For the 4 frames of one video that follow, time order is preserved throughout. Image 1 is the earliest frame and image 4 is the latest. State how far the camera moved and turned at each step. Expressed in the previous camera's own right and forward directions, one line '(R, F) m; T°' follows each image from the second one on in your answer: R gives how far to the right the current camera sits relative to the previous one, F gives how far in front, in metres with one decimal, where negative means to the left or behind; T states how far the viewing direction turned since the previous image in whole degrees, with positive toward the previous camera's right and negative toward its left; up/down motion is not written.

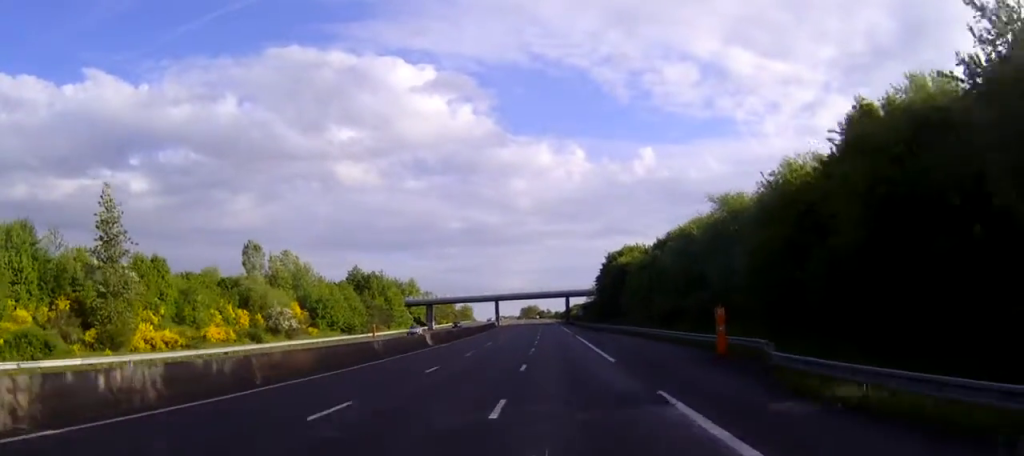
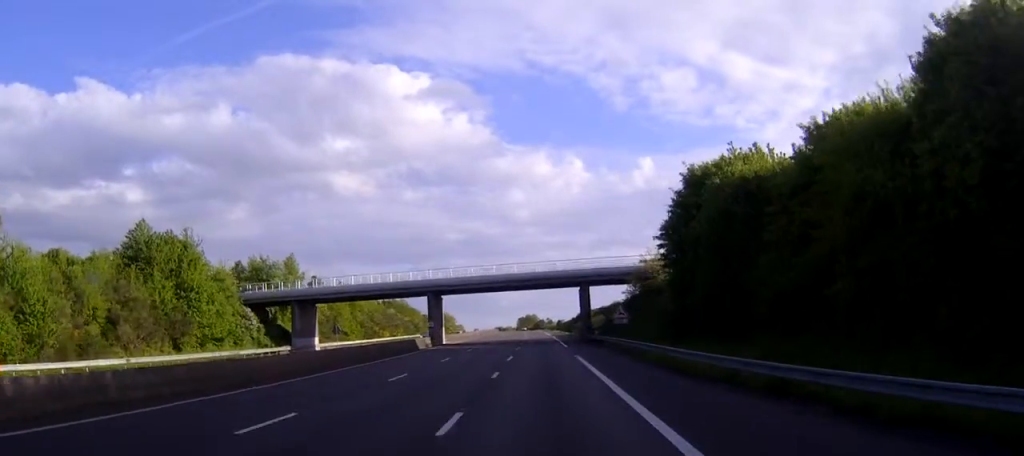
(-0.9, +80.1) m; -1°
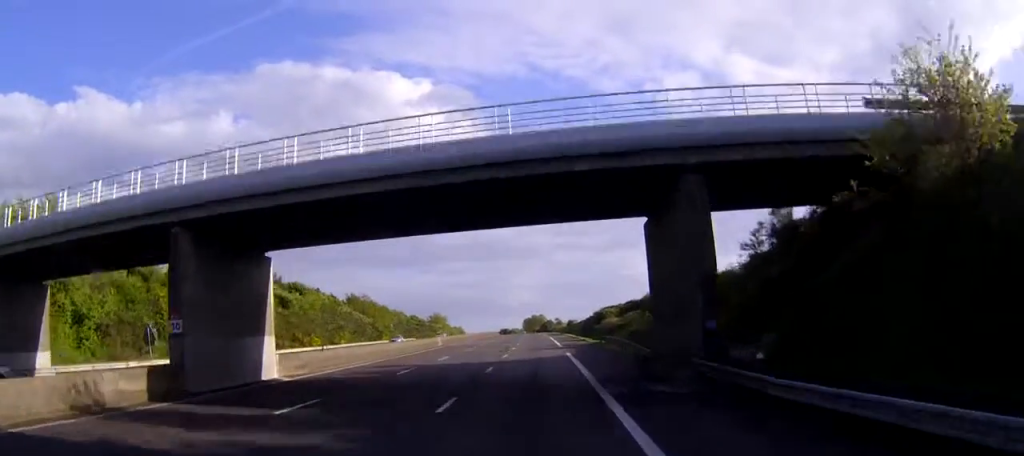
(-0.1, +49.1) m; 0°
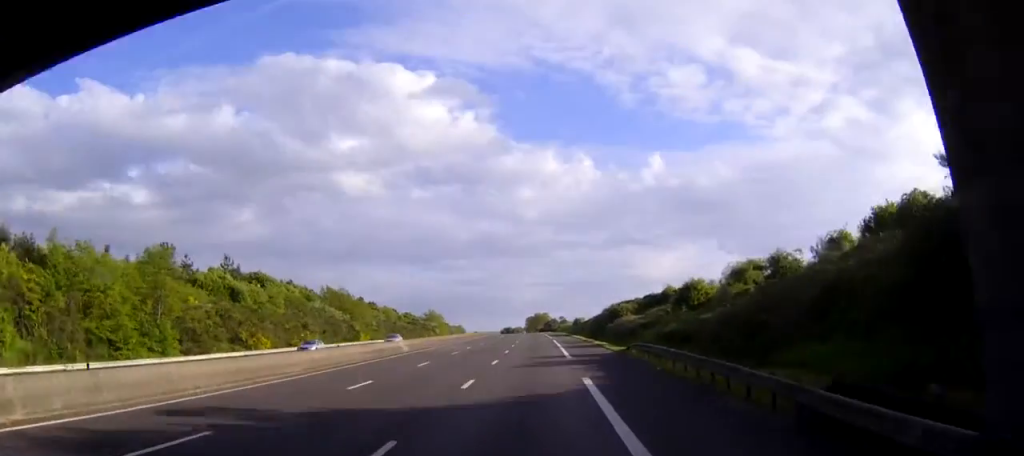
(0.0, +19.9) m; 0°
